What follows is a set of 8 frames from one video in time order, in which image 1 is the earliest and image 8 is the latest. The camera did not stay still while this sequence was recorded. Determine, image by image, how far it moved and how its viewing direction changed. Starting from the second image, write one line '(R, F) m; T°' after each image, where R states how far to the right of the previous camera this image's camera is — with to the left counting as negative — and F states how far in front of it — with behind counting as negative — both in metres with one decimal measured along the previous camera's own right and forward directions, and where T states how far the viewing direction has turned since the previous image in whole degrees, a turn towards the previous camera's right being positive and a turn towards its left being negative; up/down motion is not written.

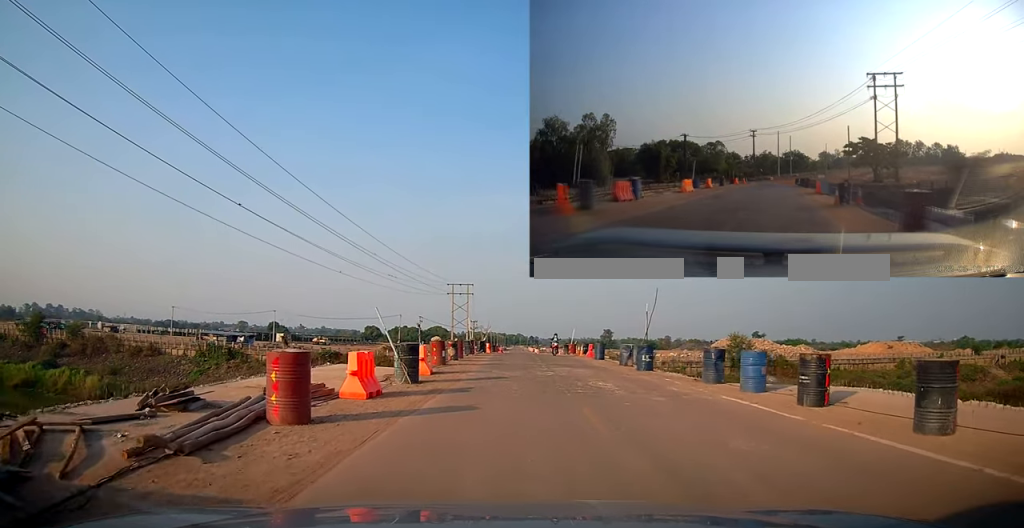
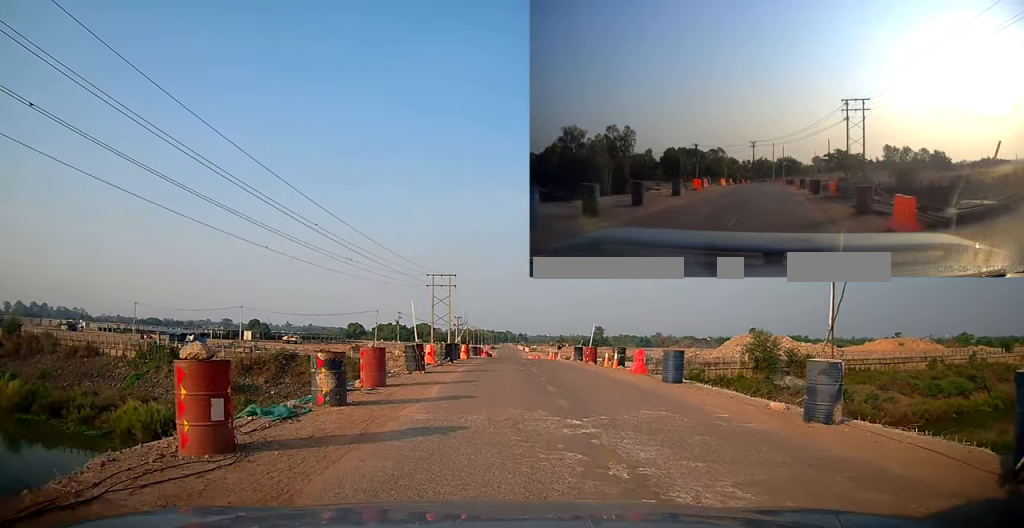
(+0.1, +16.1) m; +1°
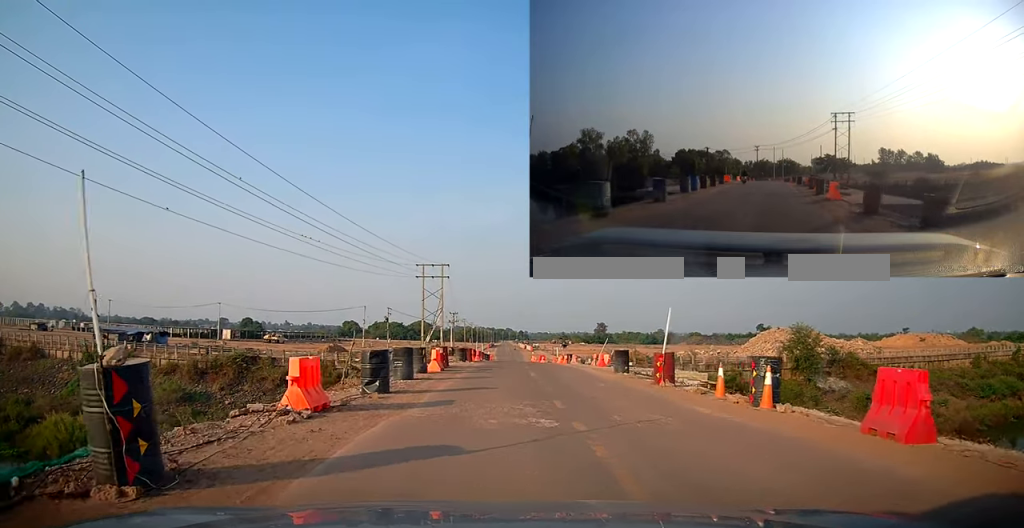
(0.0, +14.0) m; +1°
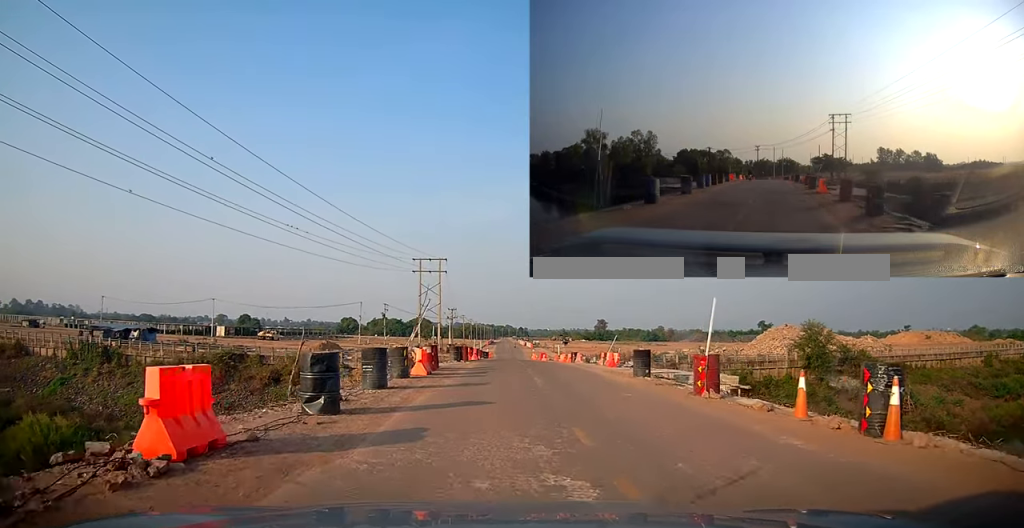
(+0.2, +3.5) m; +1°
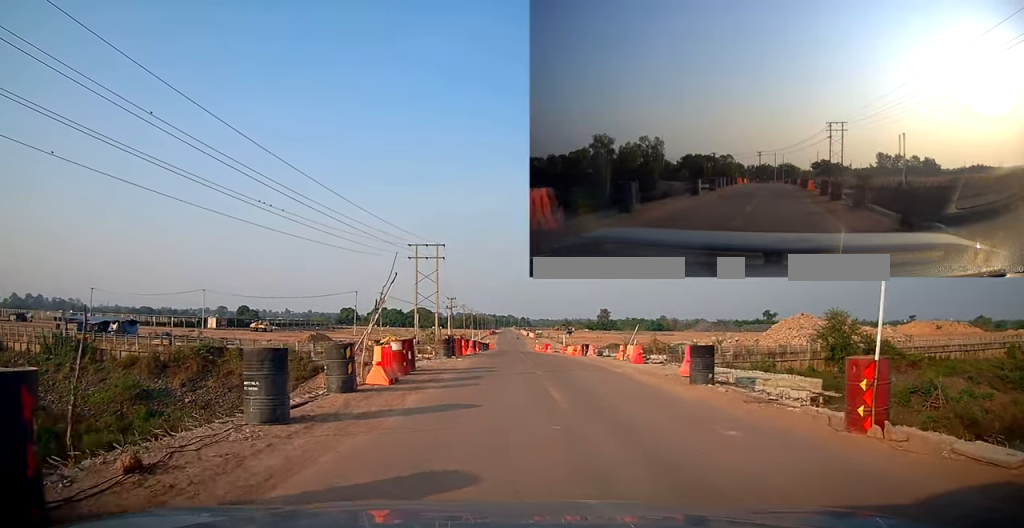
(+0.1, +6.0) m; -1°
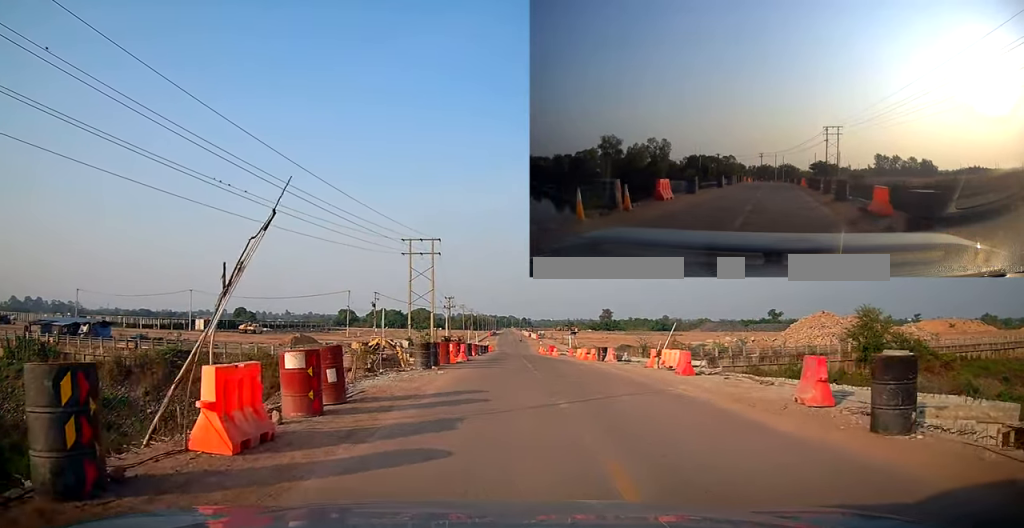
(-0.2, +7.1) m; -3°
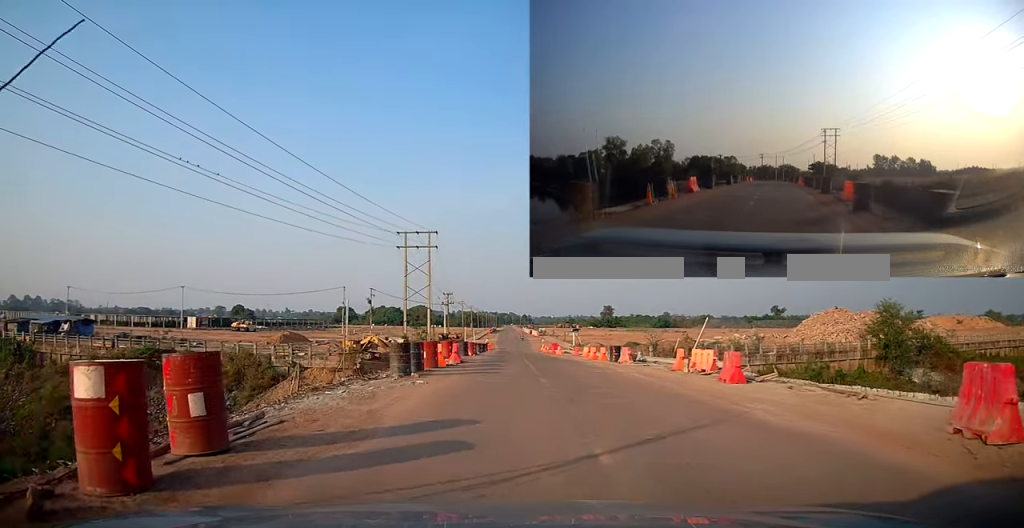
(-0.3, +4.0) m; 0°
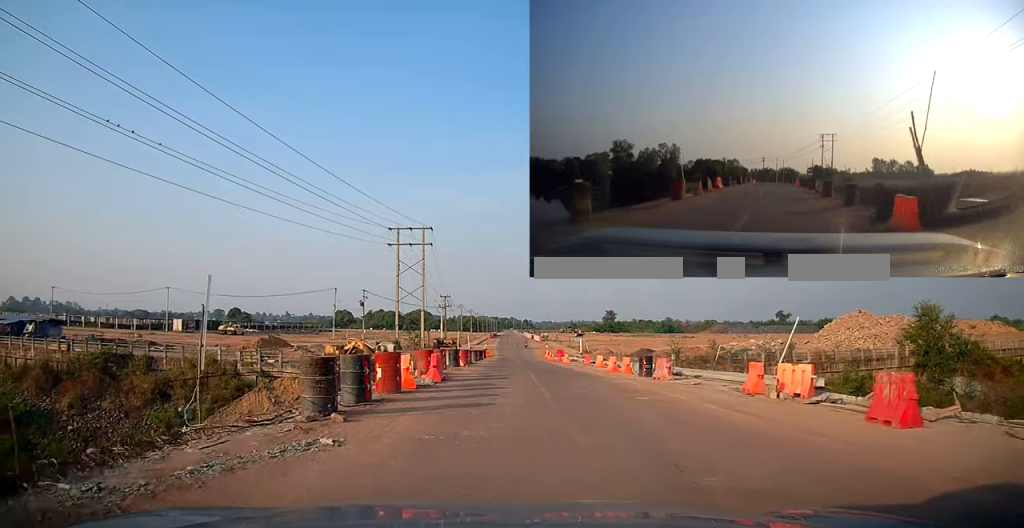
(+0.4, +6.9) m; +2°
